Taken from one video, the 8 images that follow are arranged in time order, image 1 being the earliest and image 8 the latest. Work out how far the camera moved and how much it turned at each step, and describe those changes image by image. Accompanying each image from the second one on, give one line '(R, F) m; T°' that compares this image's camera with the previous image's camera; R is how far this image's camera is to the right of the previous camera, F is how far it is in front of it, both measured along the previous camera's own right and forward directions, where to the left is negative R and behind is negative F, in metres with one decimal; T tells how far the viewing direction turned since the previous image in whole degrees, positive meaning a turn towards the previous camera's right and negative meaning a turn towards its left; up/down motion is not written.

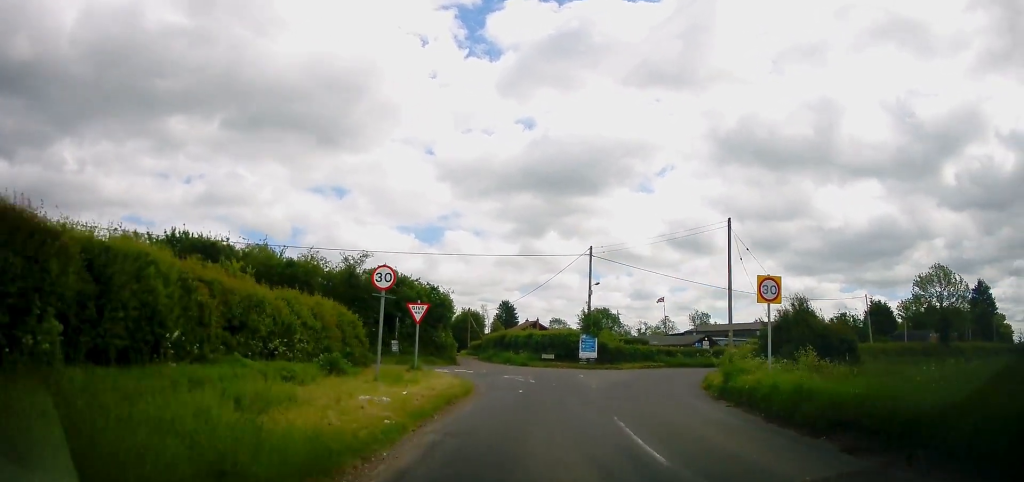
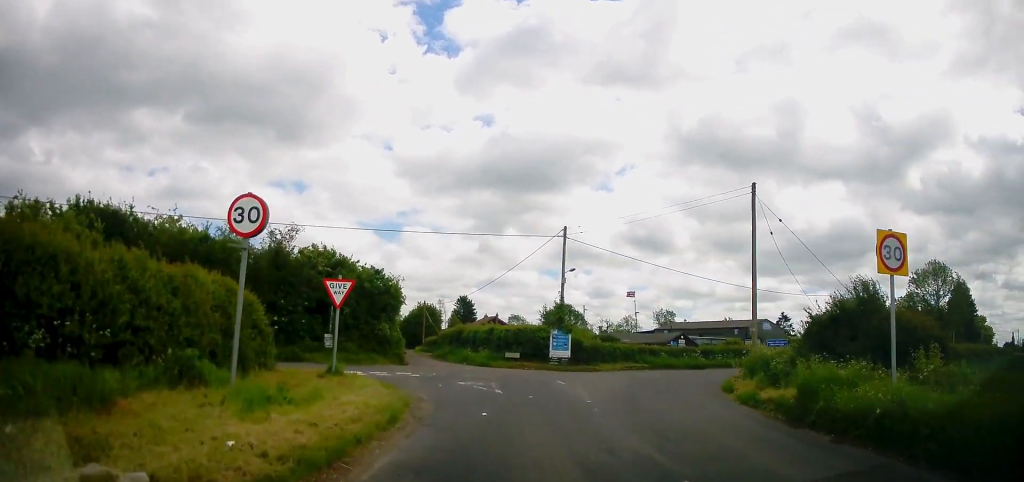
(0.0, +6.5) m; +3°
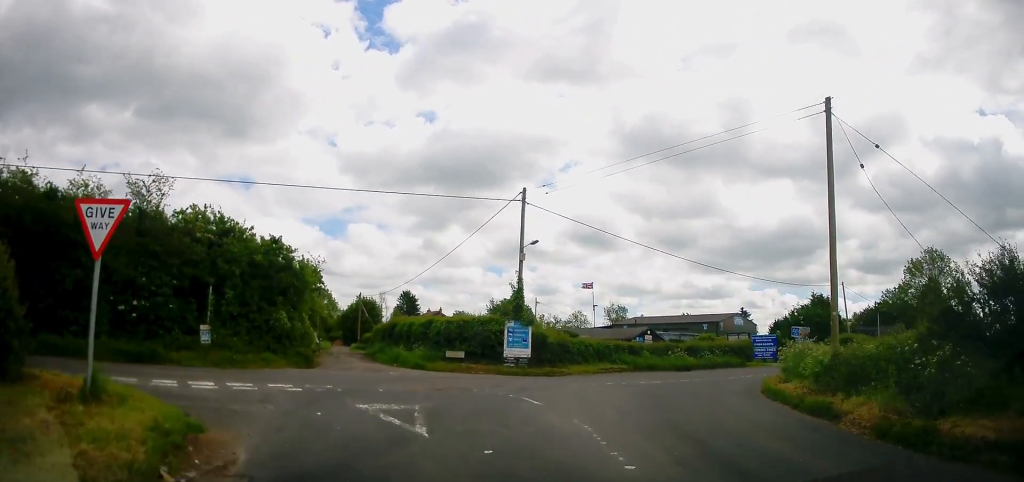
(+0.4, +8.5) m; +6°
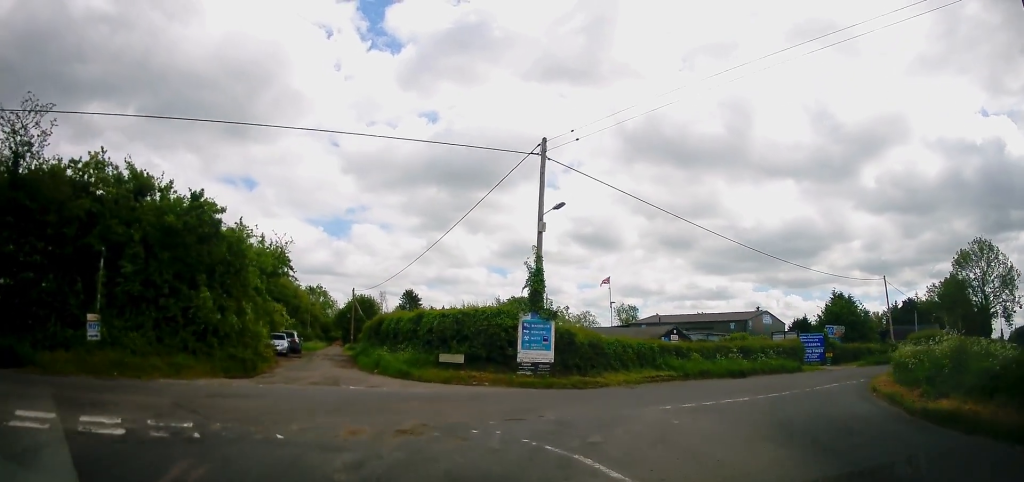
(+0.2, +7.3) m; 0°
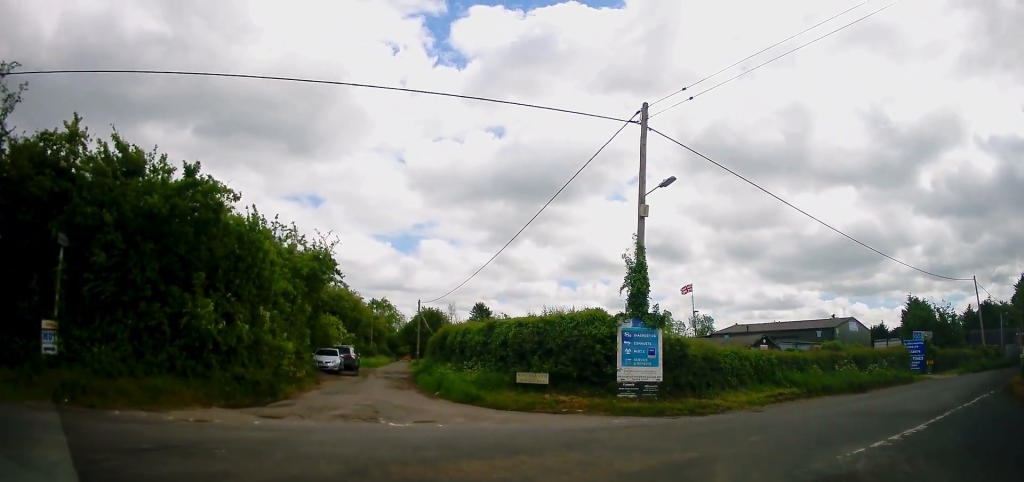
(-0.3, +4.4) m; -4°
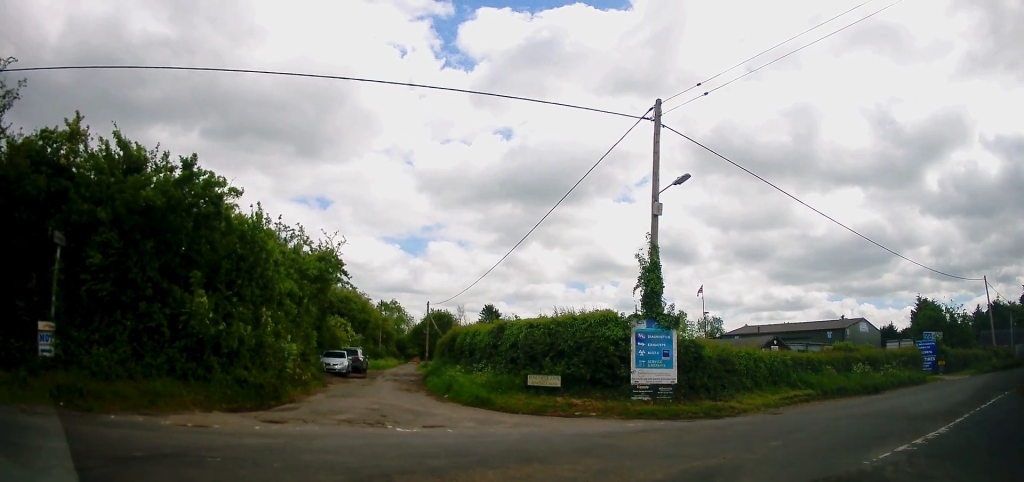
(-0.2, +0.3) m; 0°
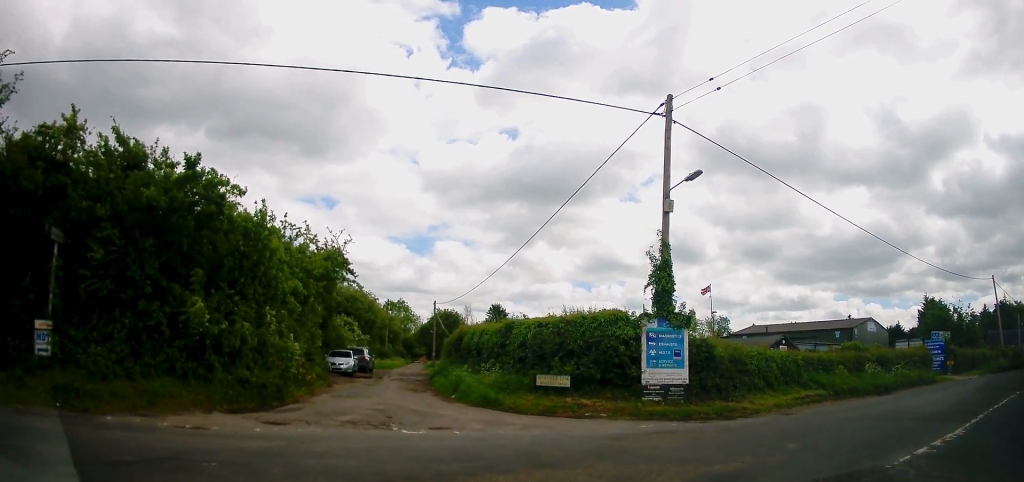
(-0.1, +0.1) m; 0°
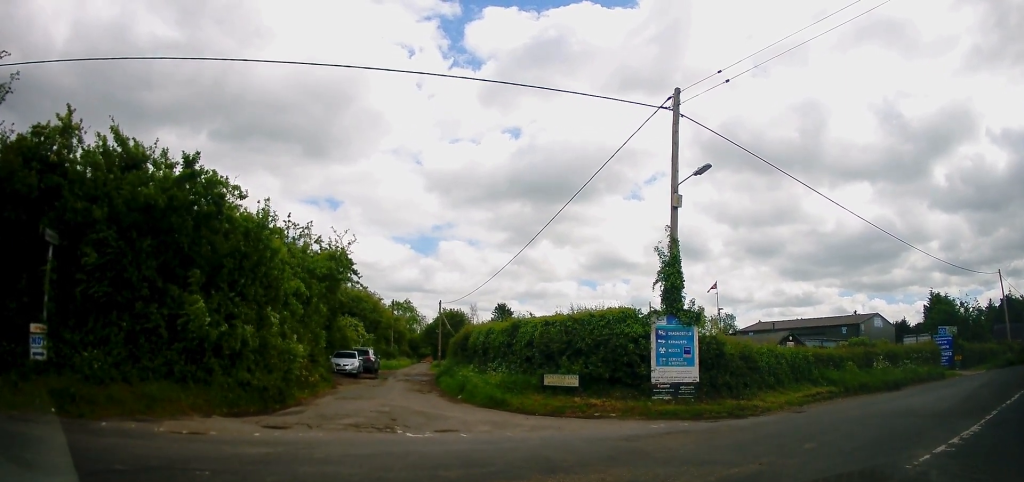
(-0.1, +0.1) m; 0°
